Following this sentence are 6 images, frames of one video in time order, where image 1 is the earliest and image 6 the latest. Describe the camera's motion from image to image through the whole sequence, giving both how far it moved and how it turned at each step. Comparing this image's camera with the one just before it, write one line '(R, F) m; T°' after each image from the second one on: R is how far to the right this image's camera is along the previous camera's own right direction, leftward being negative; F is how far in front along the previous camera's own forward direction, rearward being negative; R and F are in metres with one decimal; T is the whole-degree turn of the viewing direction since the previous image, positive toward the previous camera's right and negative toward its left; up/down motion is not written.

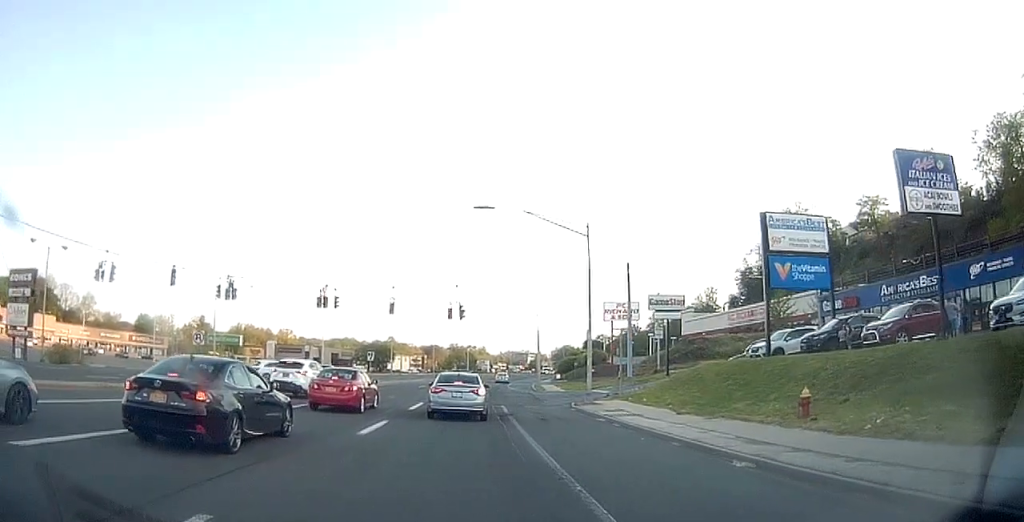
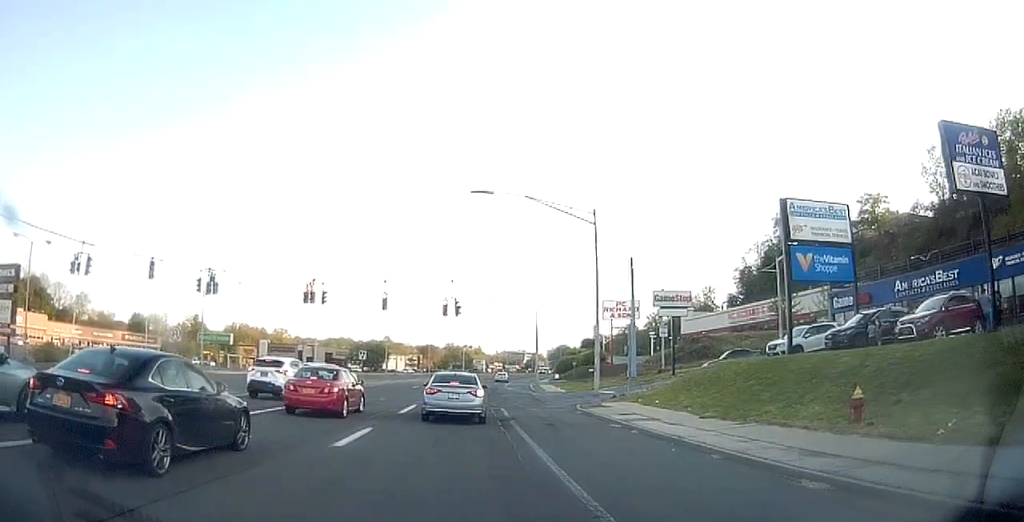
(+0.1, +1.9) m; +2°
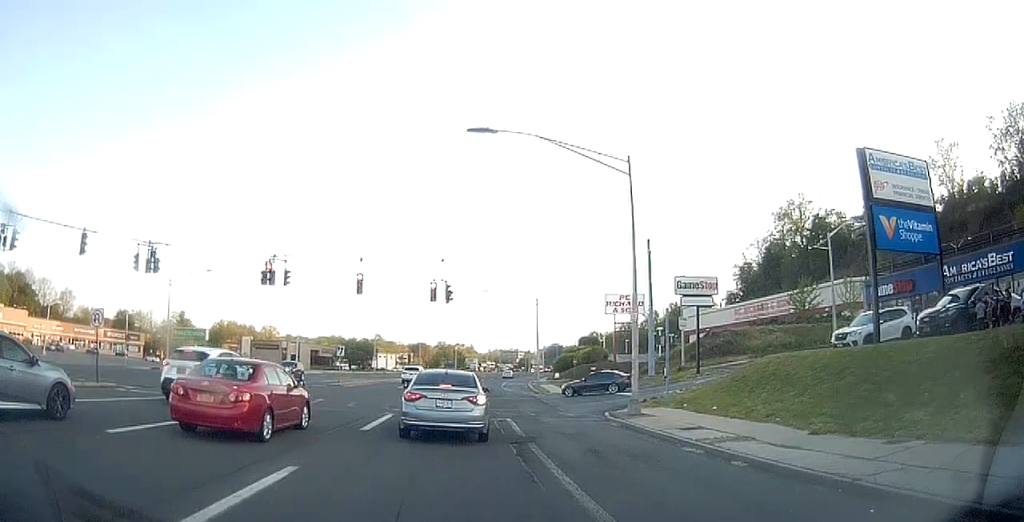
(+0.2, +5.7) m; +4°
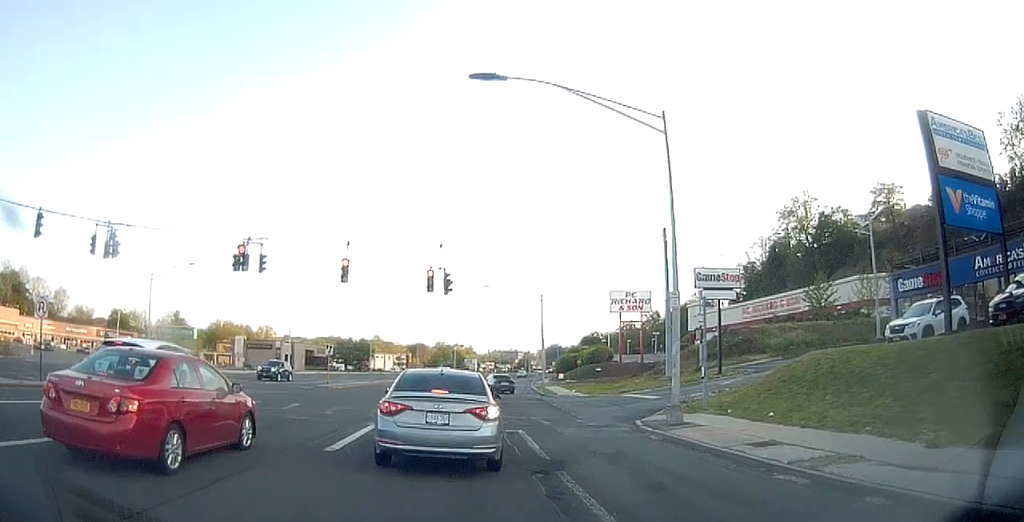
(-0.3, +2.9) m; 0°
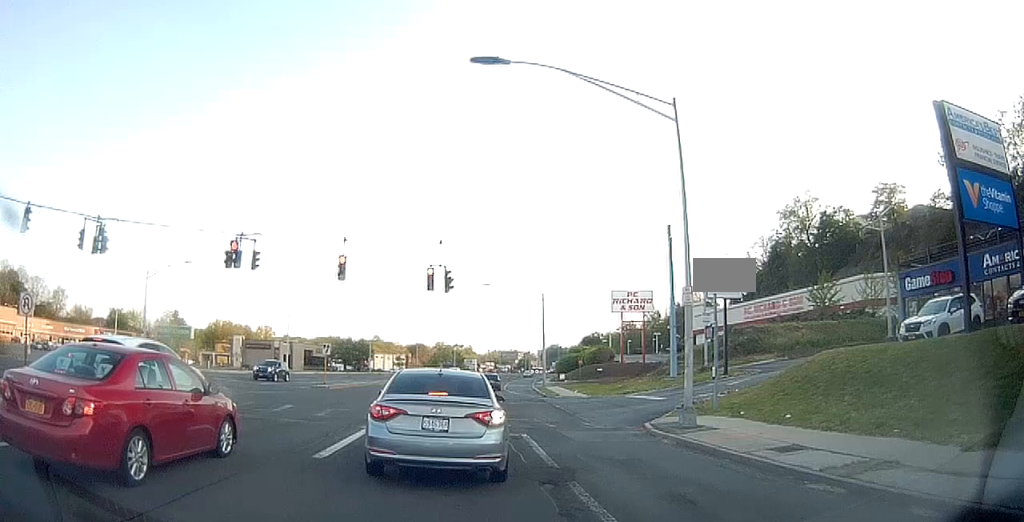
(+0.2, +0.3) m; 0°
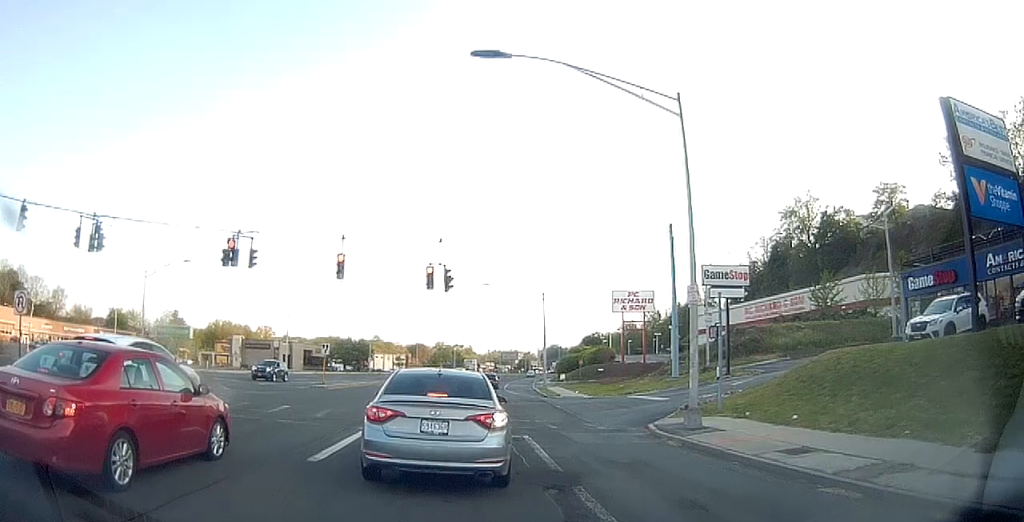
(+0.1, -0.1) m; 0°
